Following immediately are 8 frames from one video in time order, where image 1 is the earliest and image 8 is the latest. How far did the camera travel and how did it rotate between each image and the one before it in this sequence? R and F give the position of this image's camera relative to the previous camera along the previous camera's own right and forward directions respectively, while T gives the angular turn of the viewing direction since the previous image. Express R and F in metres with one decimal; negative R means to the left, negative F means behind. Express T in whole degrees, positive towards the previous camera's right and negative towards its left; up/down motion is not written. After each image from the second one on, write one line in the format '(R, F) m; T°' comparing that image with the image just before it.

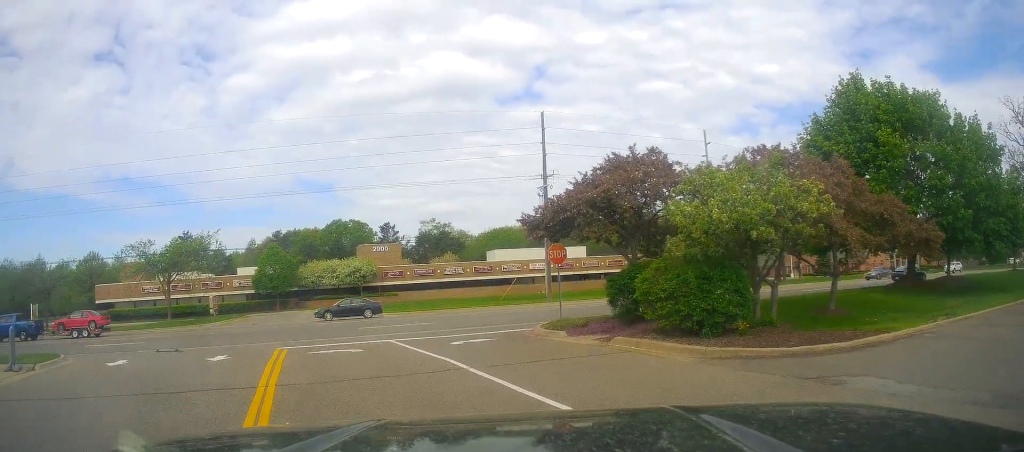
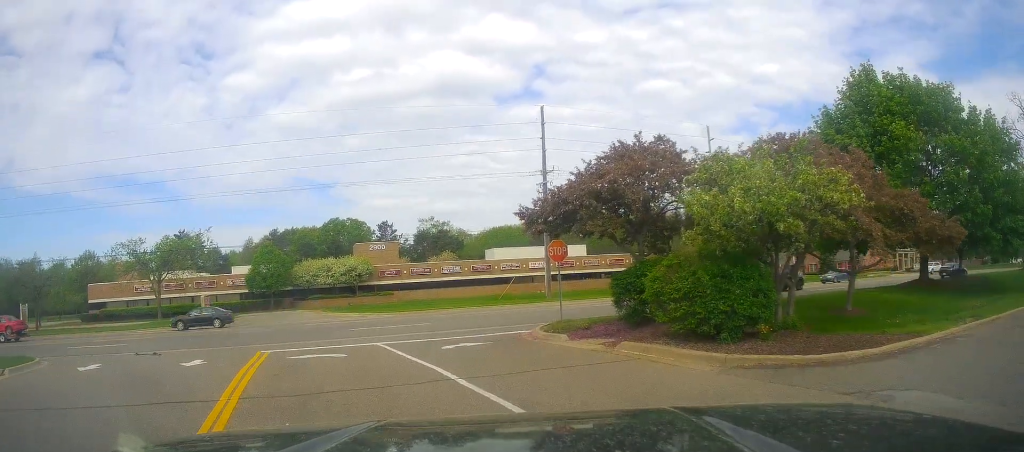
(-0.3, +1.0) m; -3°
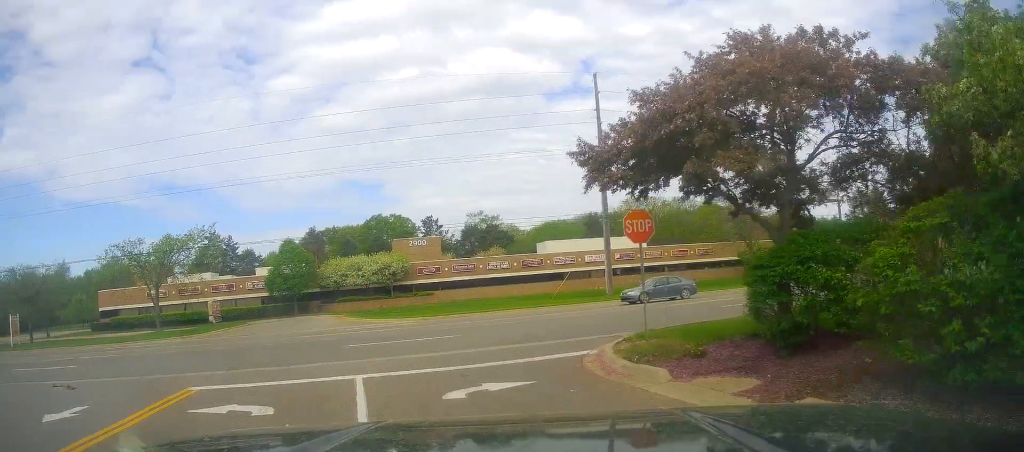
(-0.2, +5.9) m; -10°
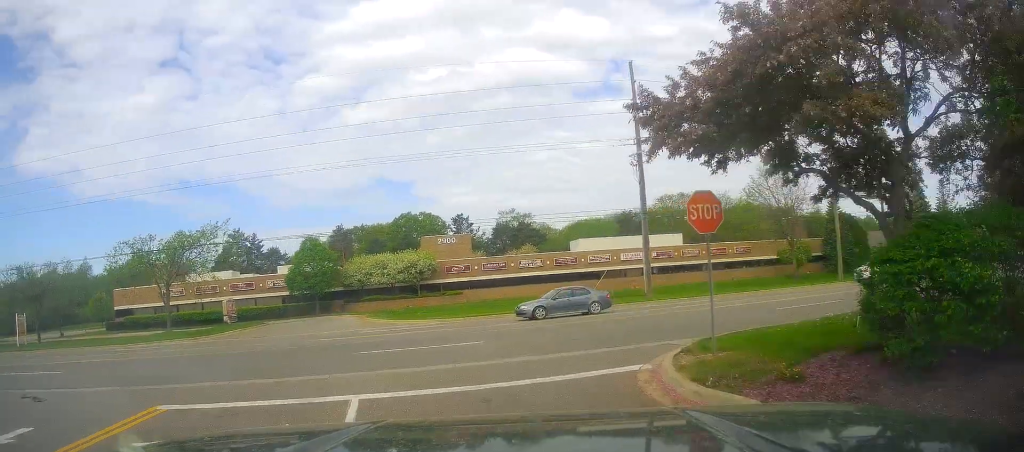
(-0.3, +2.2) m; -3°
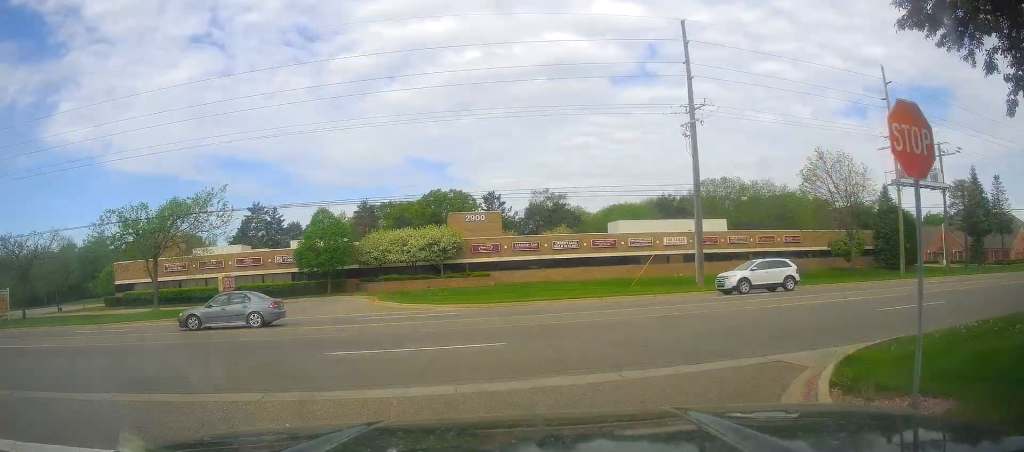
(+0.1, +5.1) m; +3°
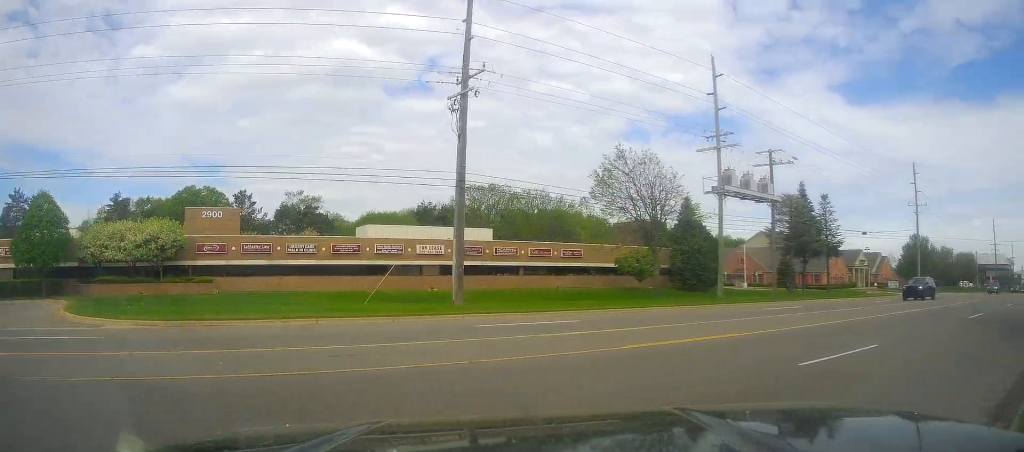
(+1.0, +9.1) m; +19°
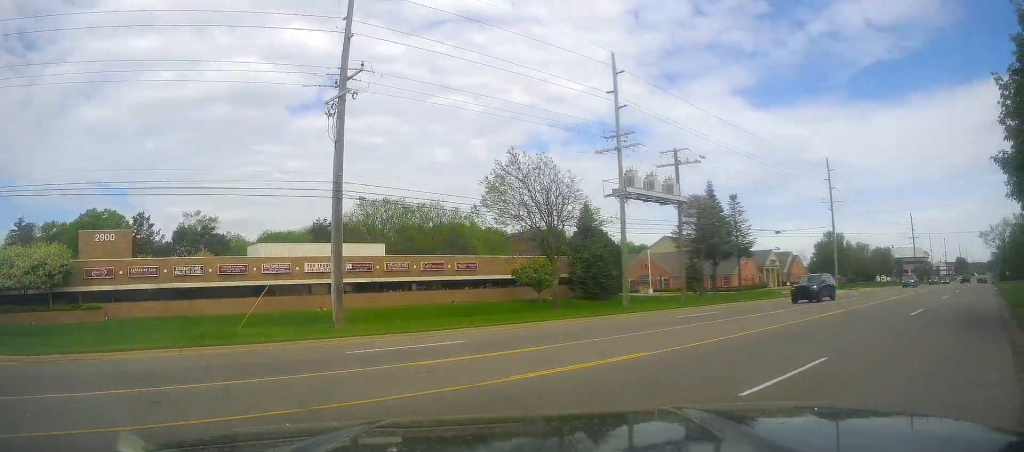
(+0.1, +2.6) m; +9°
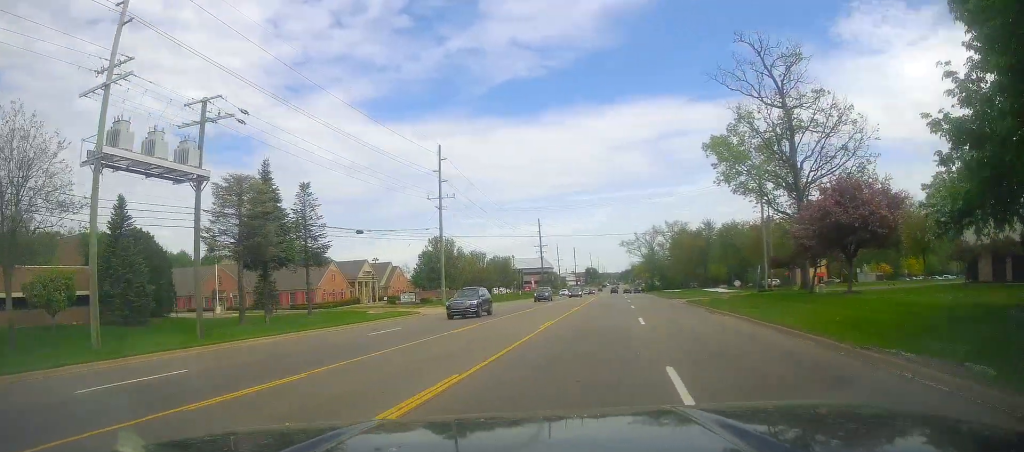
(+5.9, +12.8) m; +41°
